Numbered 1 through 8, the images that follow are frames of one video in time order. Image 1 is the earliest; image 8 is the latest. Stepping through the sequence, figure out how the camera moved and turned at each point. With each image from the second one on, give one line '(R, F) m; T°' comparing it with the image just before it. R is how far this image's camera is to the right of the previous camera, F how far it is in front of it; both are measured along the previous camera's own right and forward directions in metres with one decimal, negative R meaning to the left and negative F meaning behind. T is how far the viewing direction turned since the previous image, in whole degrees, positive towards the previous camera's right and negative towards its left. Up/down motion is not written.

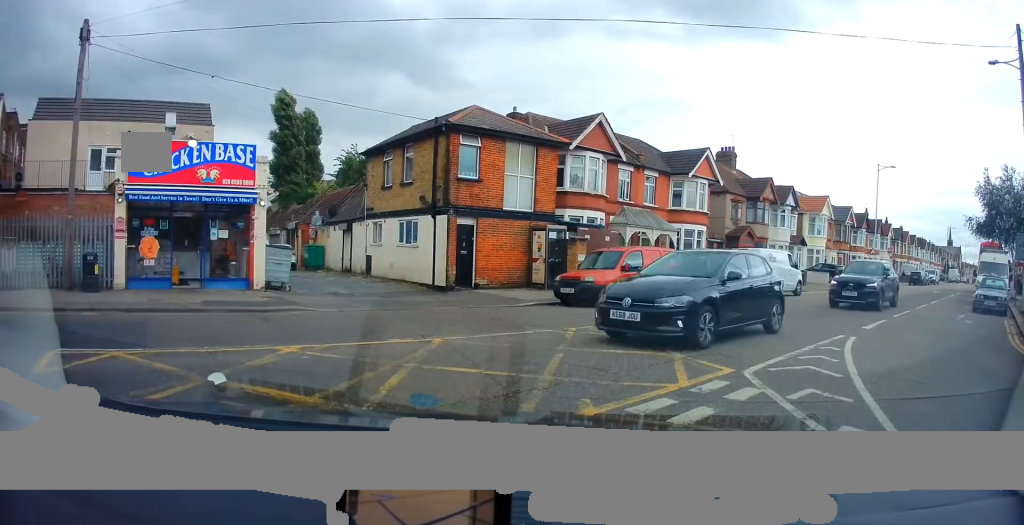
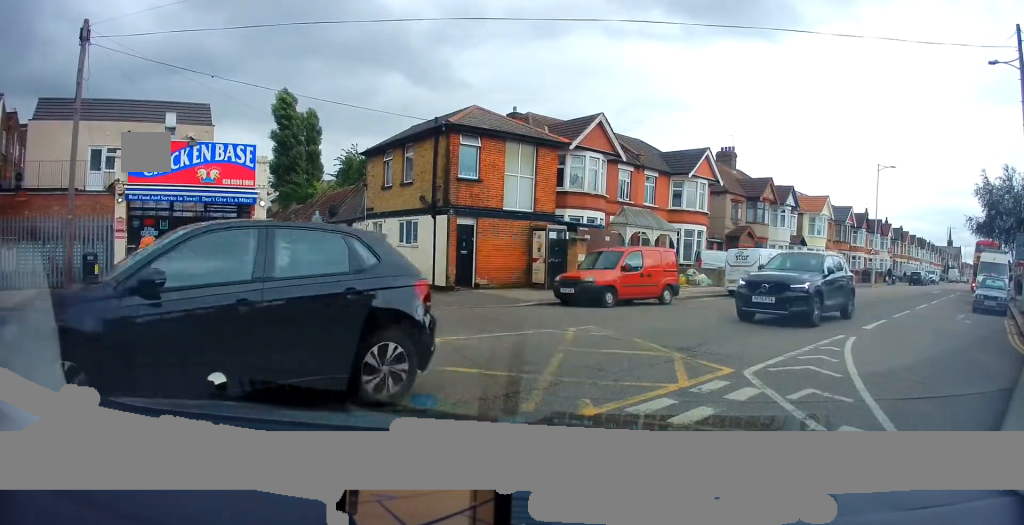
(0.0, 0.0) m; 0°
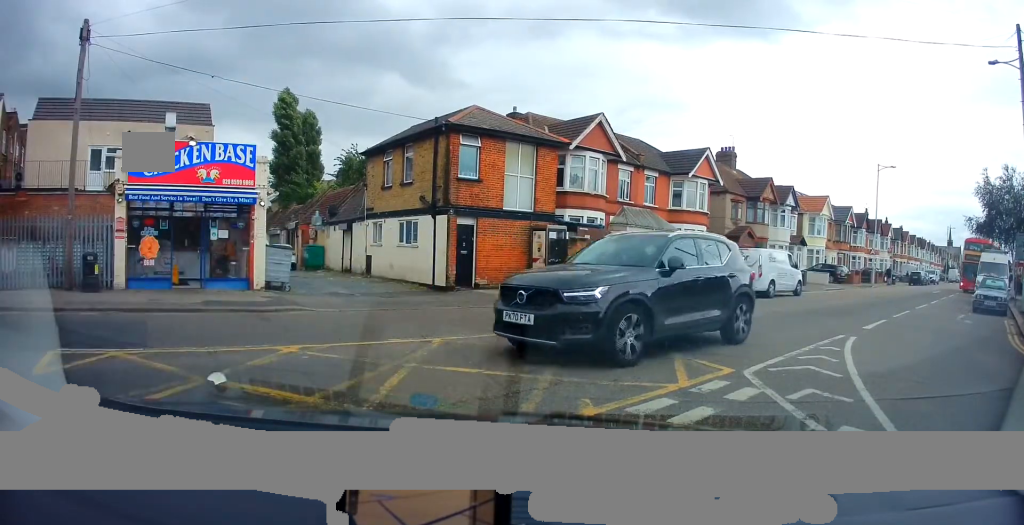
(0.0, 0.0) m; 0°
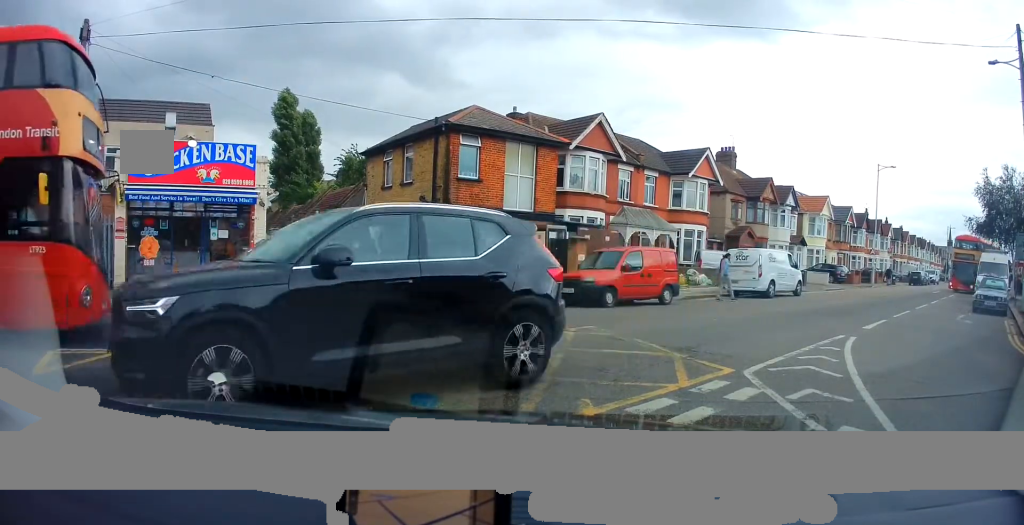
(0.0, 0.0) m; 0°
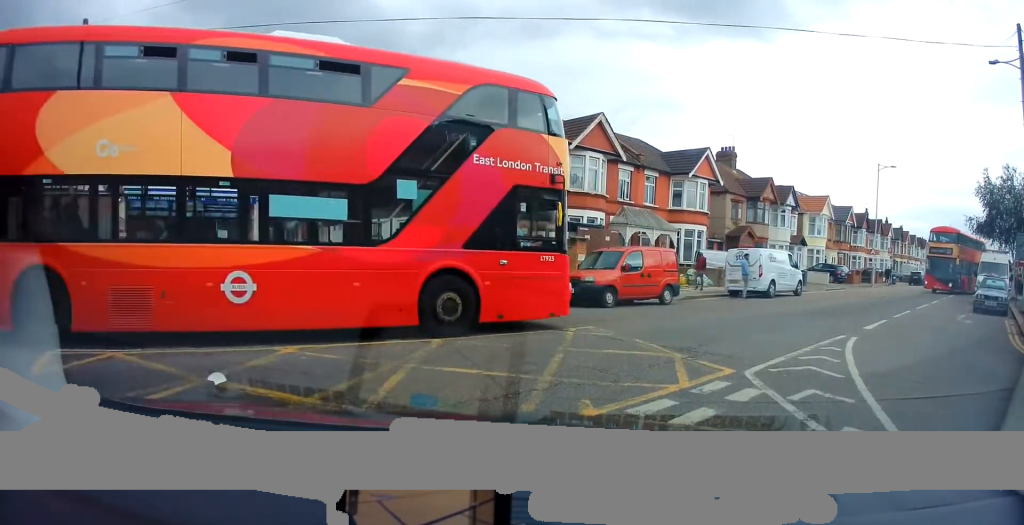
(0.0, 0.0) m; 0°
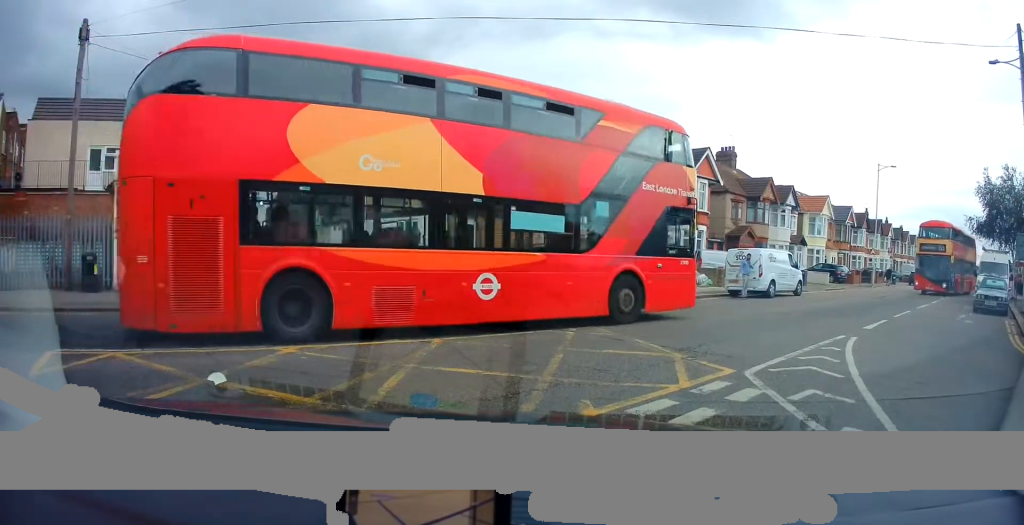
(0.0, 0.0) m; 0°
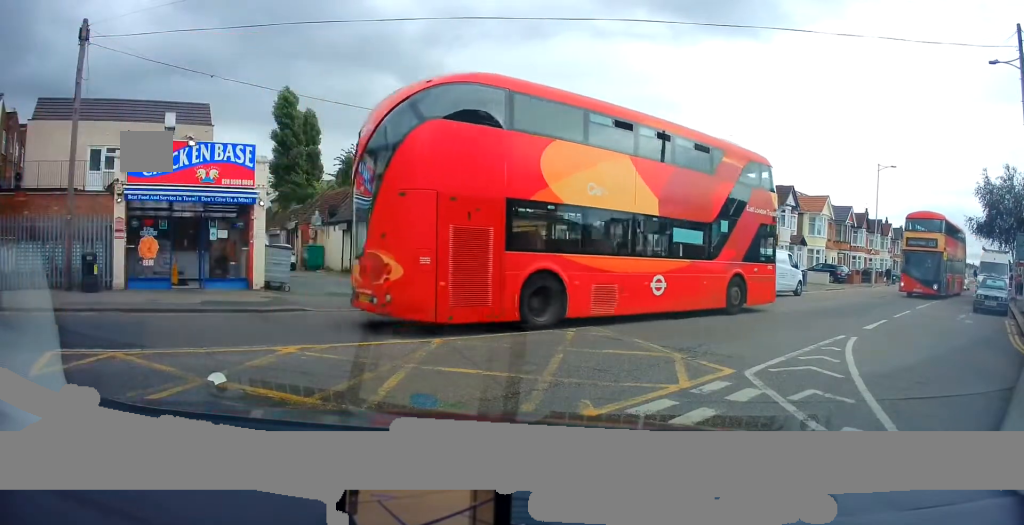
(0.0, 0.0) m; 0°
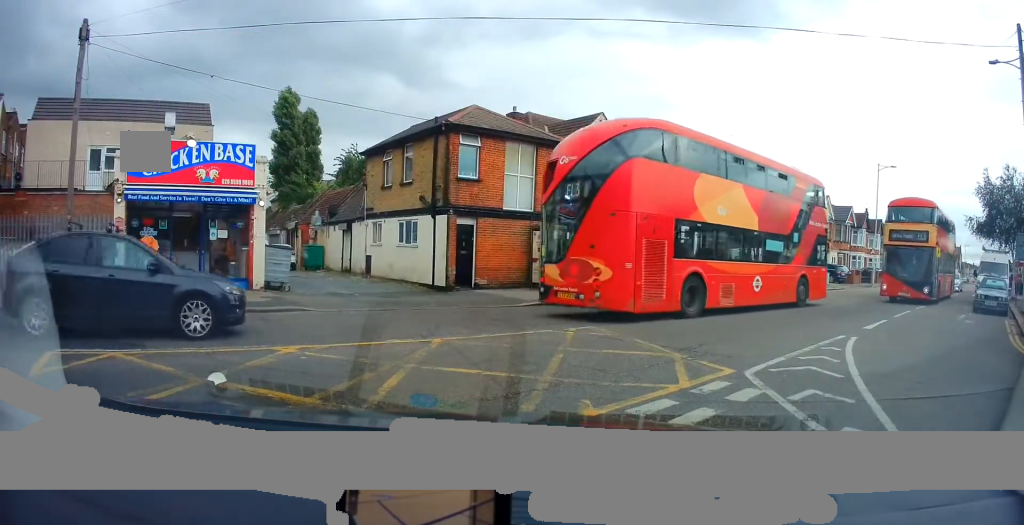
(0.0, 0.0) m; 0°
